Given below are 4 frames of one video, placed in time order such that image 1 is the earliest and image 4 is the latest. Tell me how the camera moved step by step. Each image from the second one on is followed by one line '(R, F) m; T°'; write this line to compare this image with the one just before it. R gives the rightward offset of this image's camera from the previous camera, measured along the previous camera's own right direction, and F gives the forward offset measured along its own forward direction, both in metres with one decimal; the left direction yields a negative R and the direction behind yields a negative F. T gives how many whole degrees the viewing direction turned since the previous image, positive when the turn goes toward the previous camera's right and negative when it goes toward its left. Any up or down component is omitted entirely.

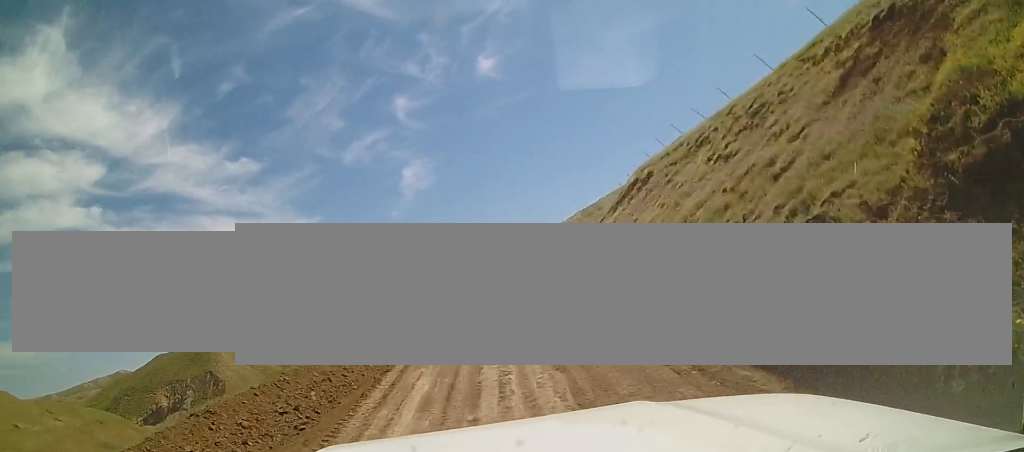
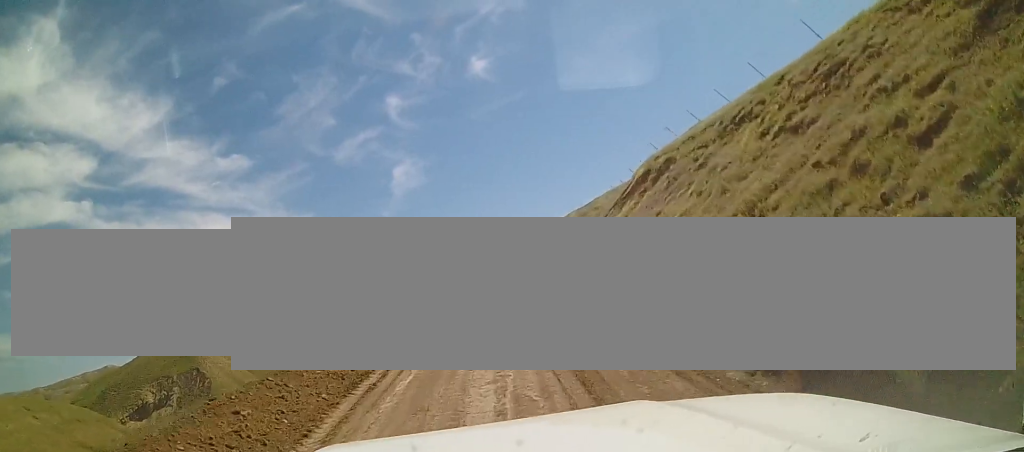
(-0.1, +4.3) m; +2°
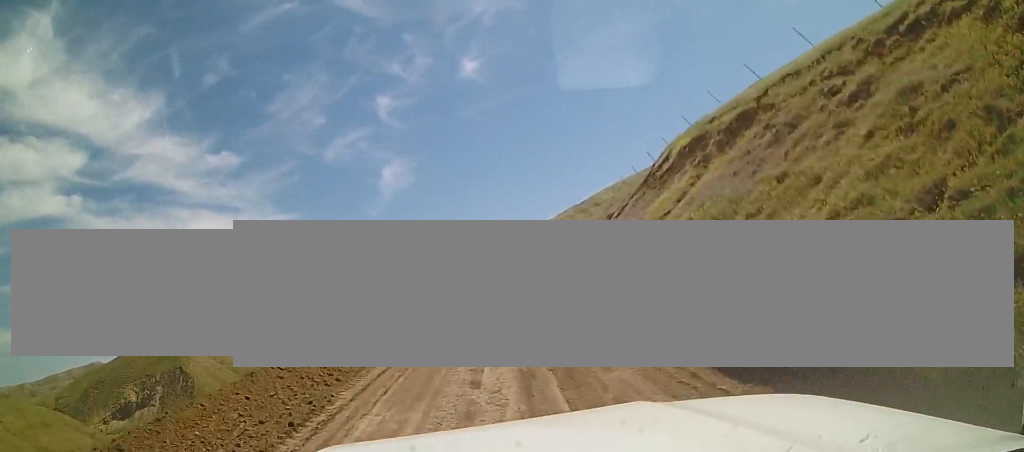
(+0.4, +8.5) m; +3°
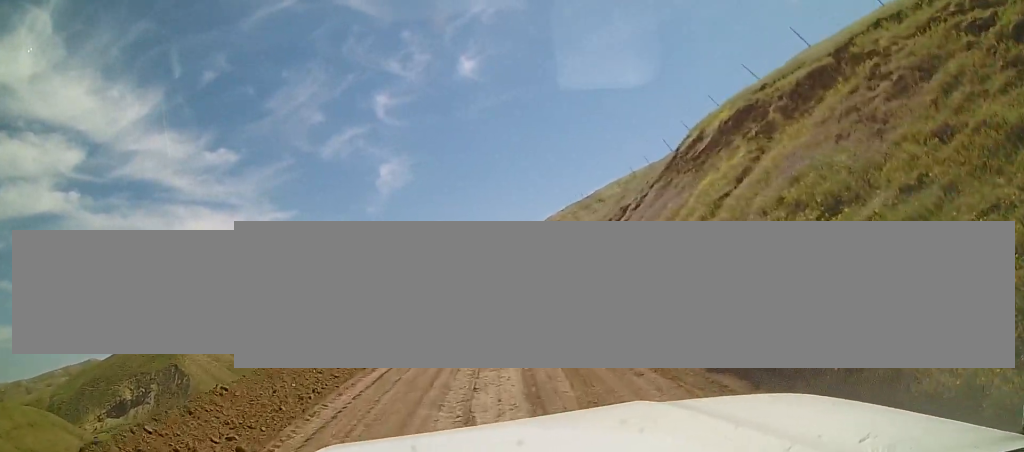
(0.0, +4.2) m; 0°
